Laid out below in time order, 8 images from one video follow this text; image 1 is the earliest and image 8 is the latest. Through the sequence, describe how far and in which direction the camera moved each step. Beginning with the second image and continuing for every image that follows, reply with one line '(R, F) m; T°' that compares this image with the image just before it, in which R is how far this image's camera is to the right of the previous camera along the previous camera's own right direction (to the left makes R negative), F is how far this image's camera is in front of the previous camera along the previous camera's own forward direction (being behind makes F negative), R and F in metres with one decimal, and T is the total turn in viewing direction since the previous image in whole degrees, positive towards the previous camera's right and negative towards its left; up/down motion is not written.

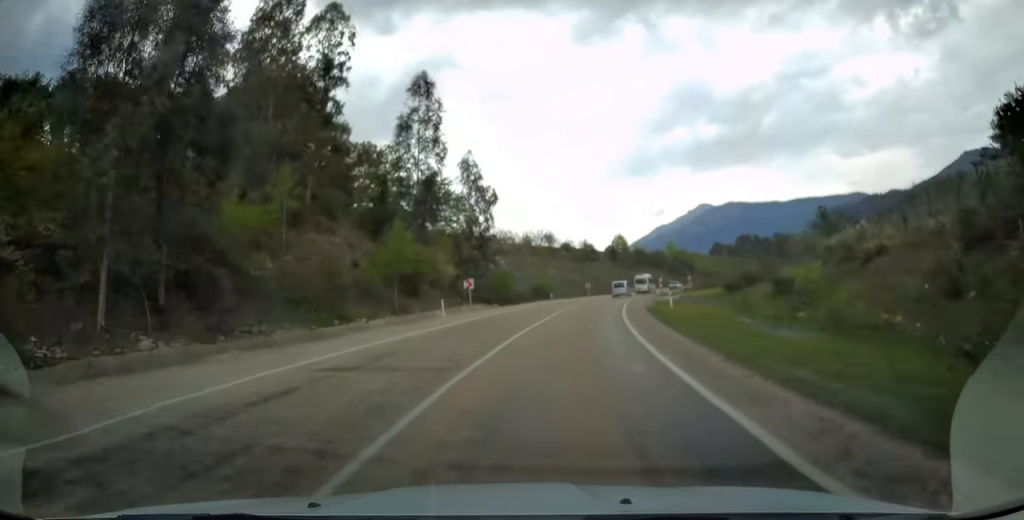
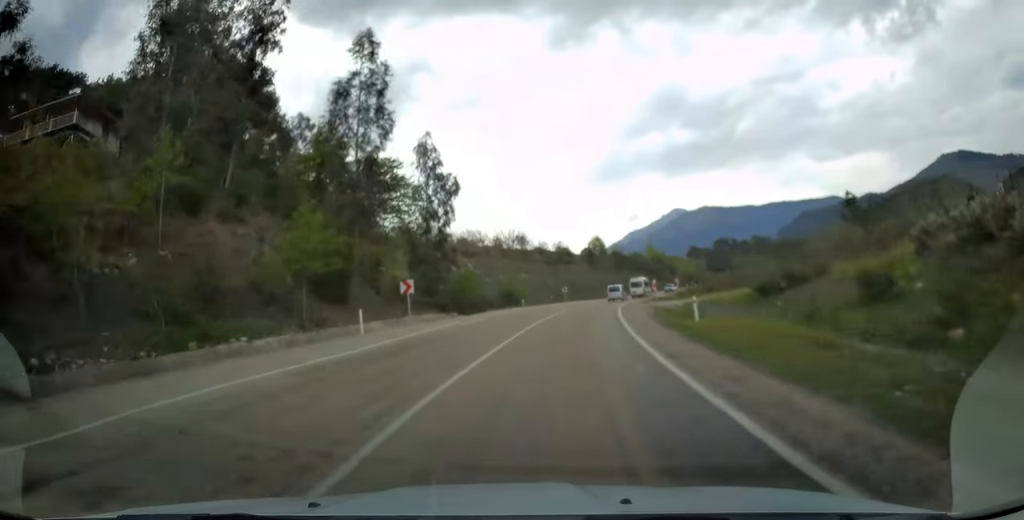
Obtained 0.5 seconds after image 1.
(+0.5, +10.3) m; +2°
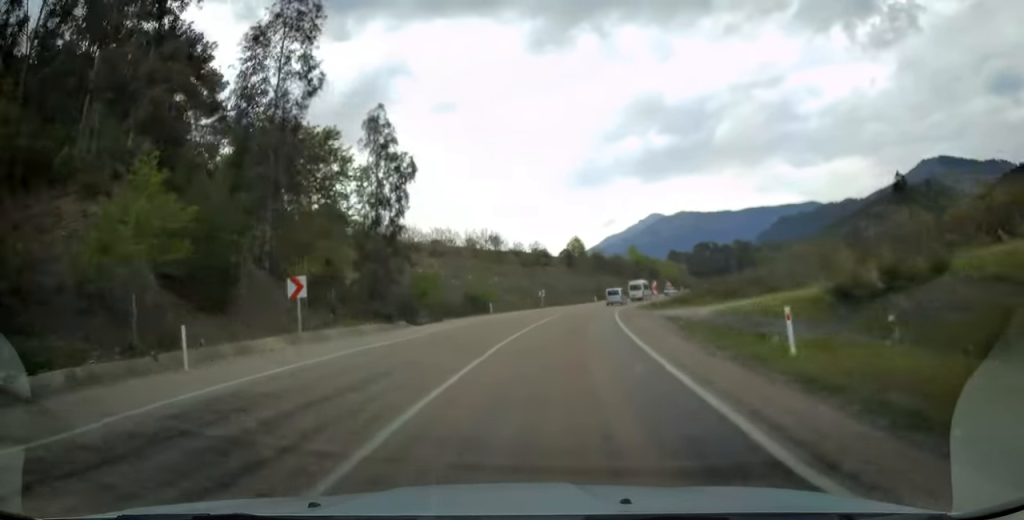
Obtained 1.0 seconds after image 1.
(+0.2, +10.3) m; +2°
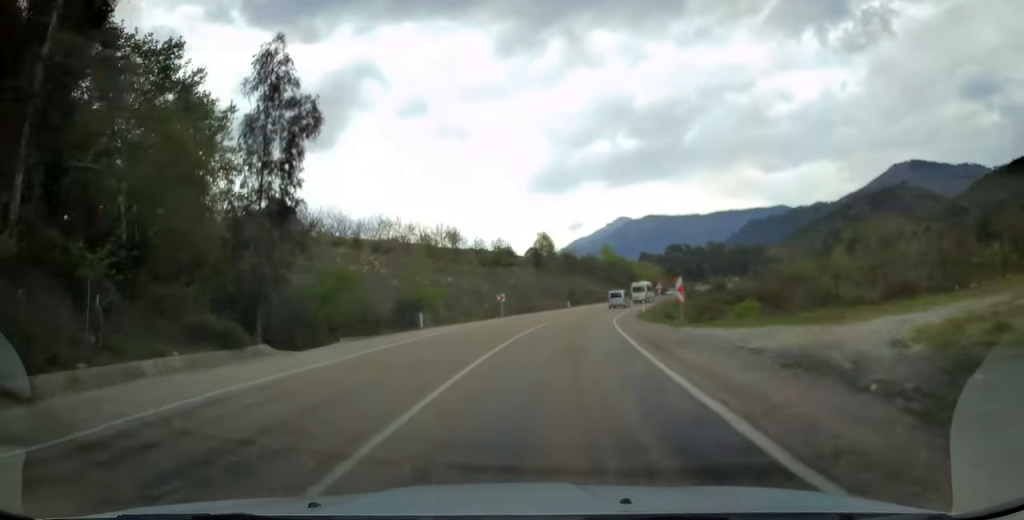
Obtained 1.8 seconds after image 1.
(+0.3, +15.7) m; +3°
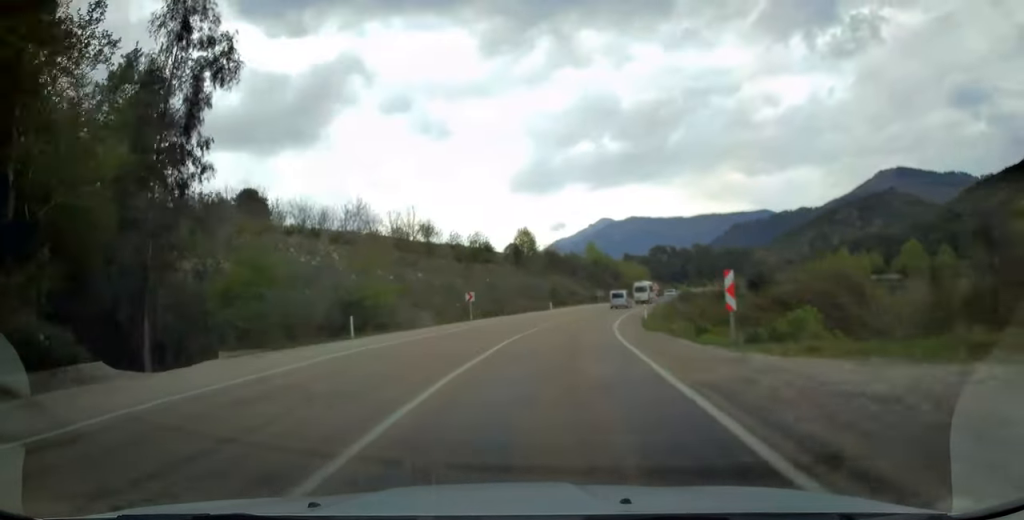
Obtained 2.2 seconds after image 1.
(+0.2, +8.8) m; +2°
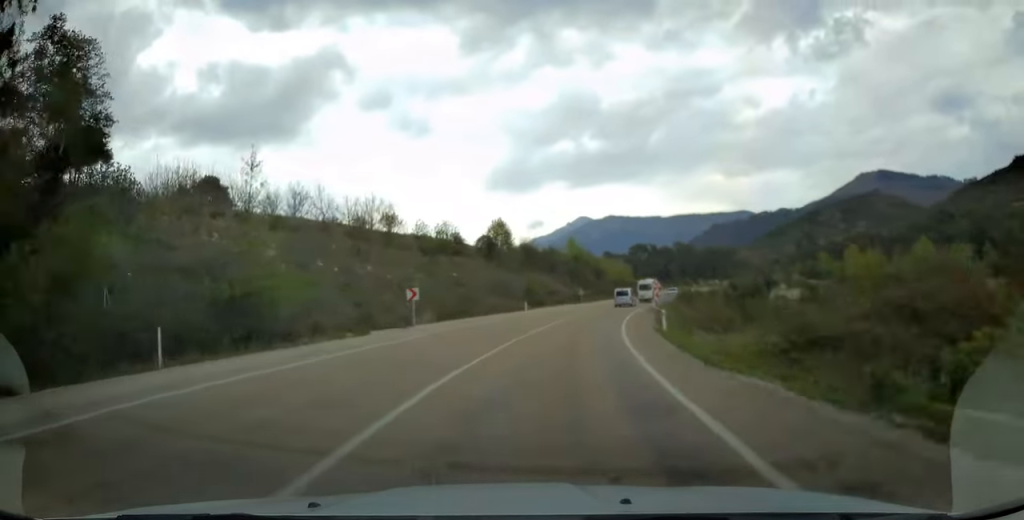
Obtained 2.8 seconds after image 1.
(+0.3, +11.4) m; +3°
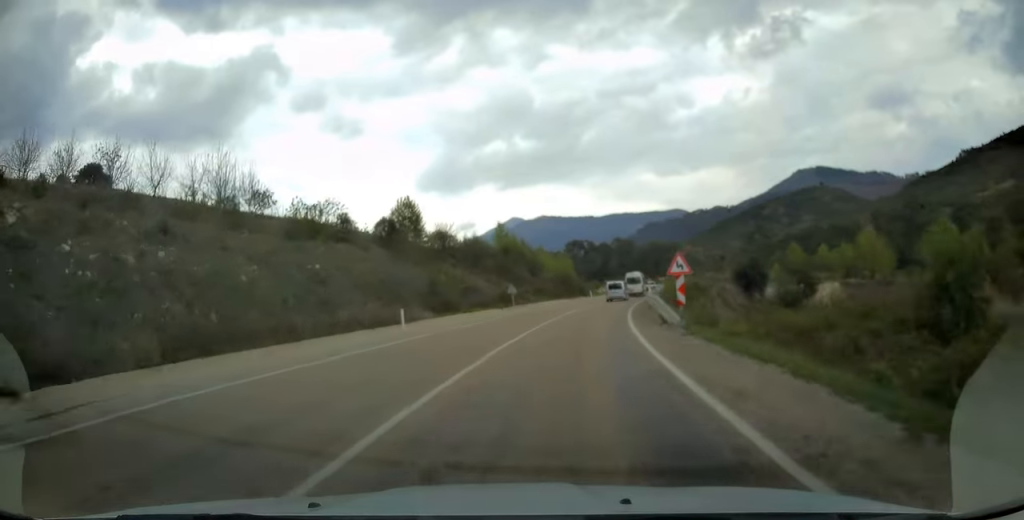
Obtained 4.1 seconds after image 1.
(+1.1, +26.1) m; +5°
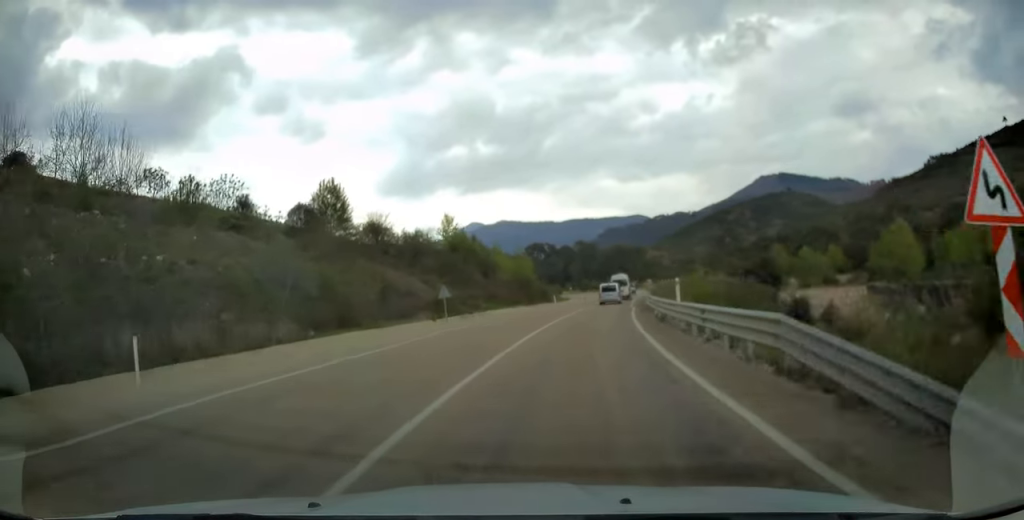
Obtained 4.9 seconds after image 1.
(+0.6, +16.8) m; +4°
